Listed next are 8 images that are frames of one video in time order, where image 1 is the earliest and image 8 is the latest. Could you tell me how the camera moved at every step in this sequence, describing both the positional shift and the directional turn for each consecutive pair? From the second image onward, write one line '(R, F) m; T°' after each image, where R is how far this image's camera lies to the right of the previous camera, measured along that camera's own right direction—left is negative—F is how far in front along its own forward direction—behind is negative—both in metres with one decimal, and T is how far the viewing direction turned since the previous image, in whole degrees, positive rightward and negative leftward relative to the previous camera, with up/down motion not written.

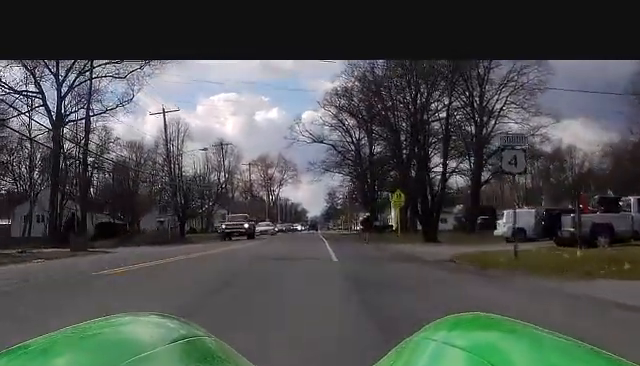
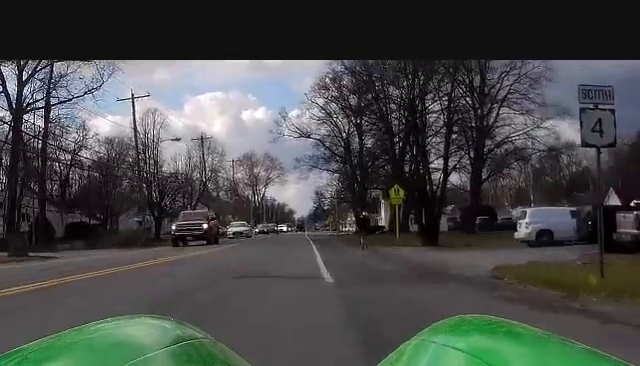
(-0.2, +6.8) m; 0°
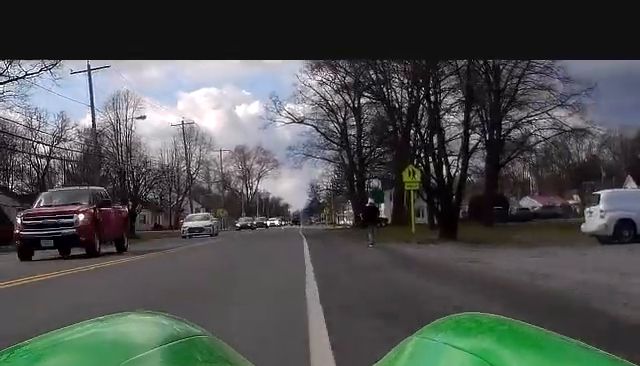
(+0.1, +9.7) m; +1°
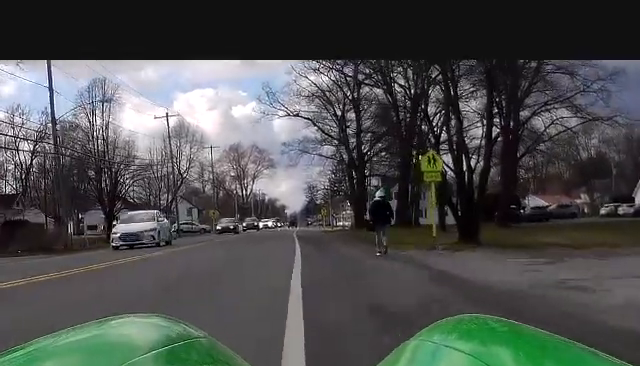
(0.0, +7.2) m; 0°
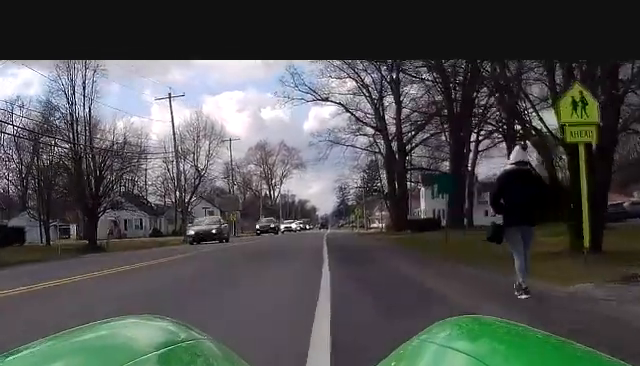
(0.0, +13.7) m; 0°
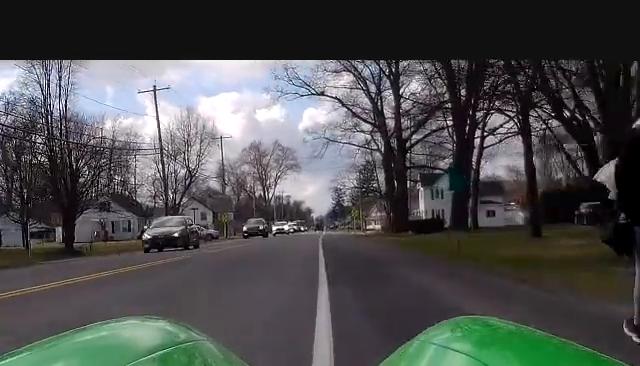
(0.0, +4.3) m; 0°
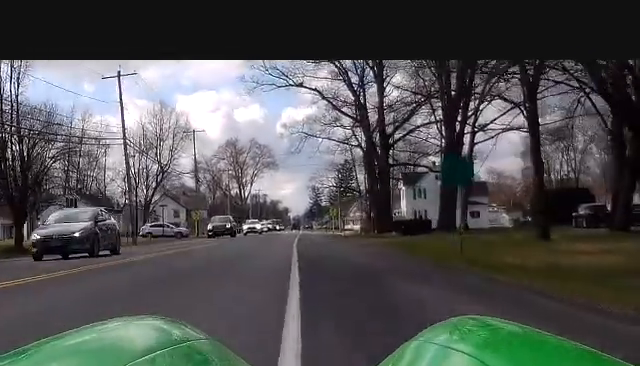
(0.0, +5.1) m; -1°
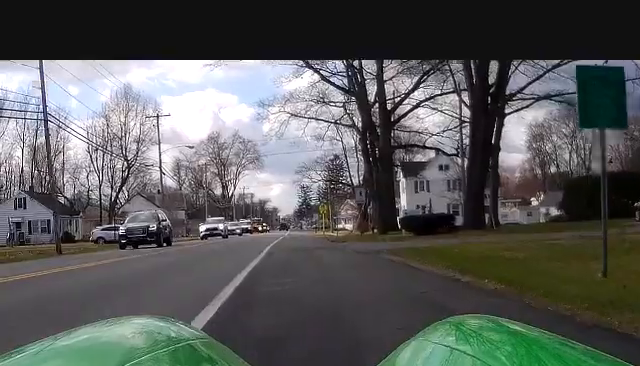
(-0.2, +14.5) m; 0°
